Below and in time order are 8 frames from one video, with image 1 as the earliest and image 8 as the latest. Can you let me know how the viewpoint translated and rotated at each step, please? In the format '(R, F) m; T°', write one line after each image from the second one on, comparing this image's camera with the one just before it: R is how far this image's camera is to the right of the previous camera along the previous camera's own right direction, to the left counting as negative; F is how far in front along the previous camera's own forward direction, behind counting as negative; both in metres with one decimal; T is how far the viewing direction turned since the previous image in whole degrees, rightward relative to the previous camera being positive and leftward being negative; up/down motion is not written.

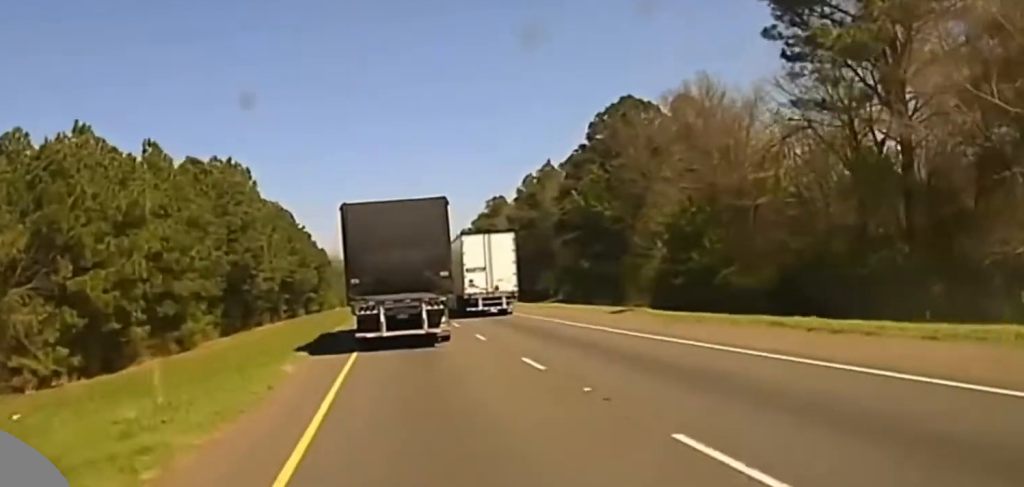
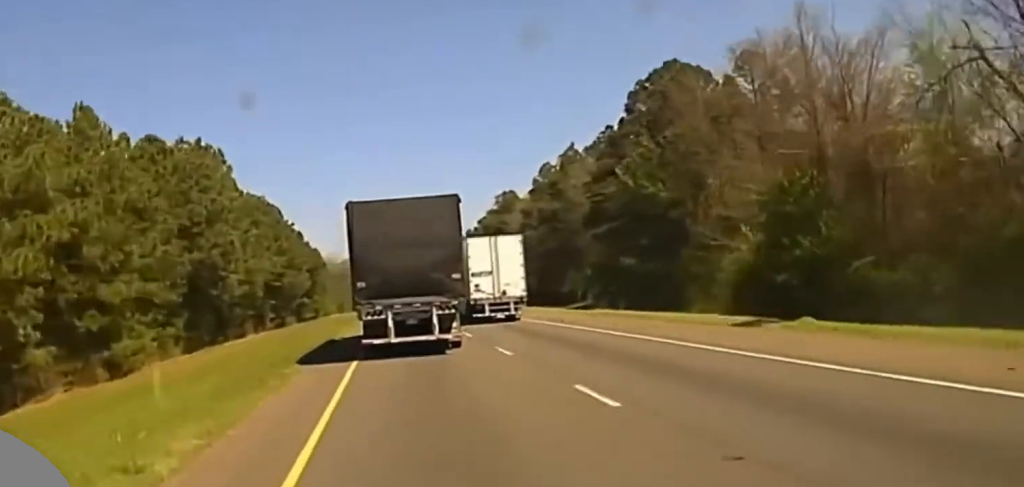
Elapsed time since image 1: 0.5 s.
(+0.1, +18.3) m; 0°
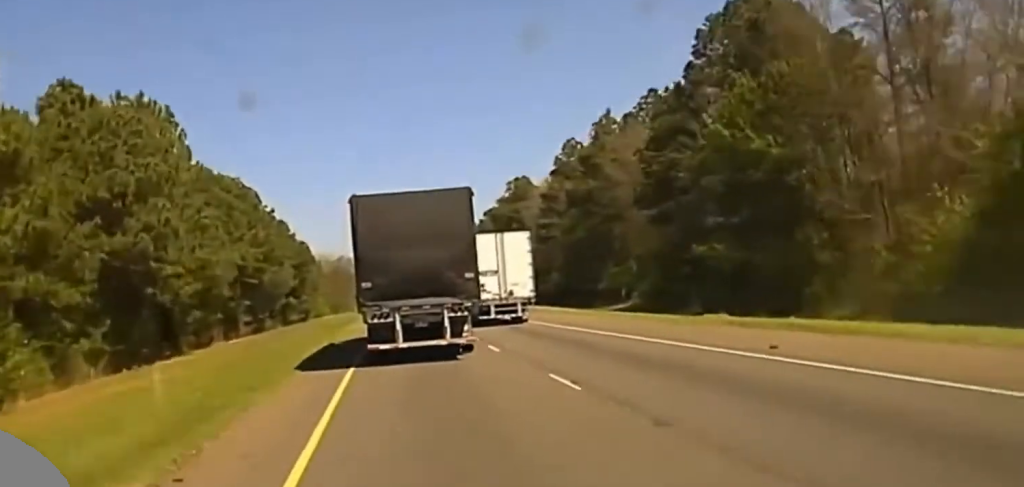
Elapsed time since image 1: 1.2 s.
(0.0, +23.1) m; 0°
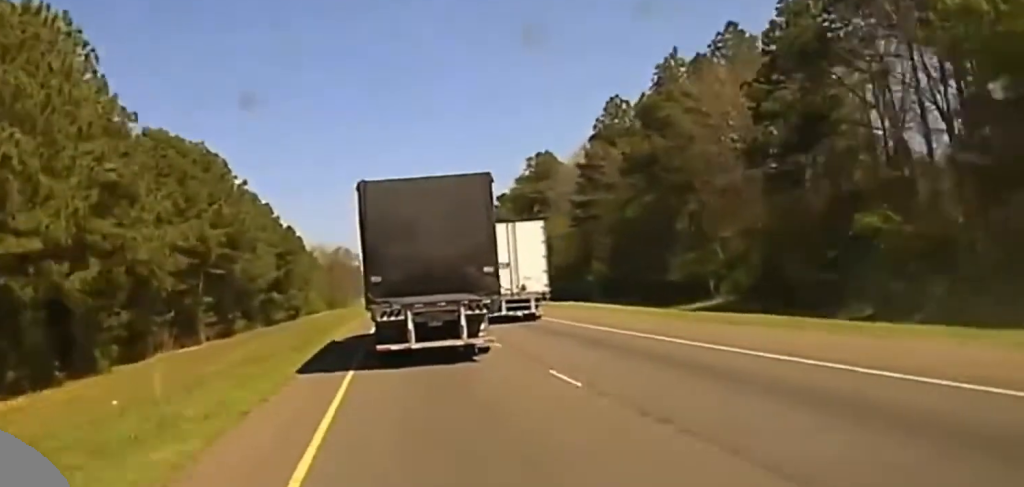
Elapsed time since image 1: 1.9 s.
(0.0, +23.2) m; 0°
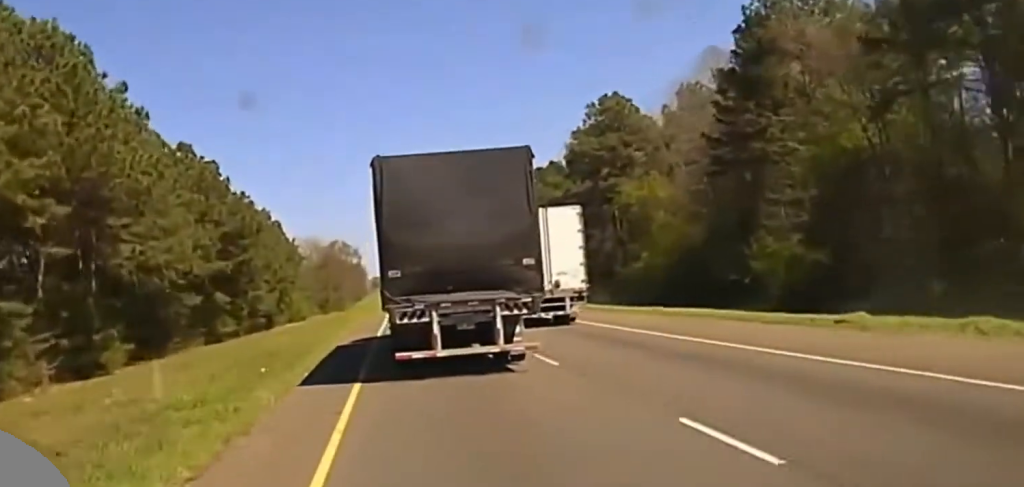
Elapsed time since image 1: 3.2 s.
(-0.1, +47.1) m; 0°
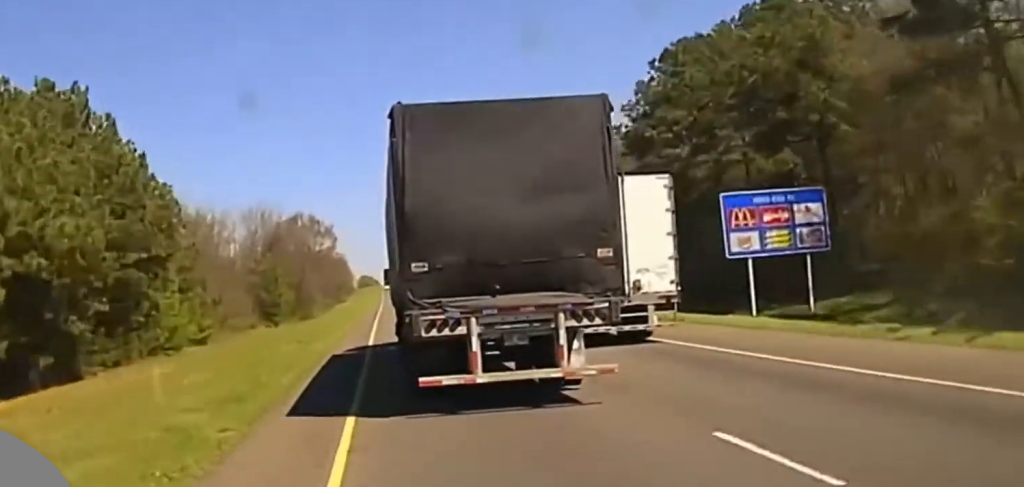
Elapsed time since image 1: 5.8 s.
(+0.1, +92.4) m; 0°
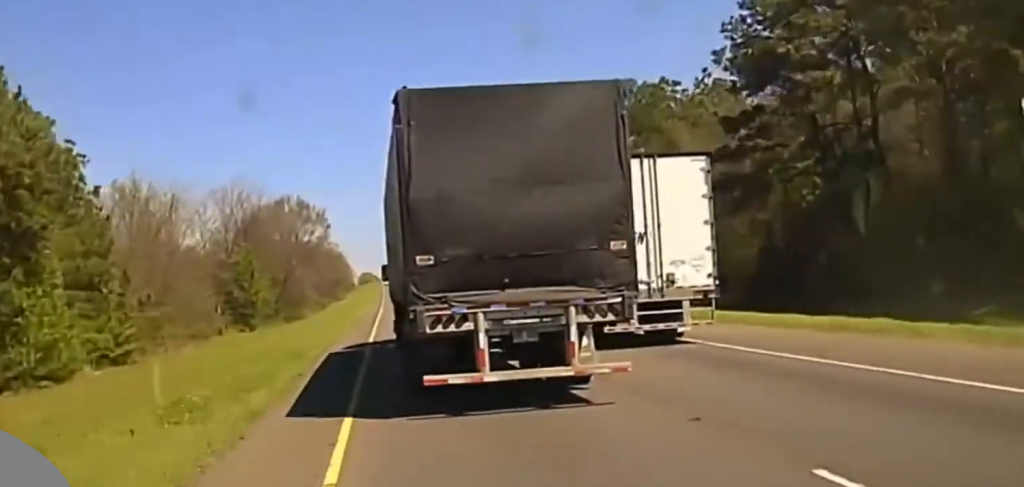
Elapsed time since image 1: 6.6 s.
(0.0, +25.0) m; 0°
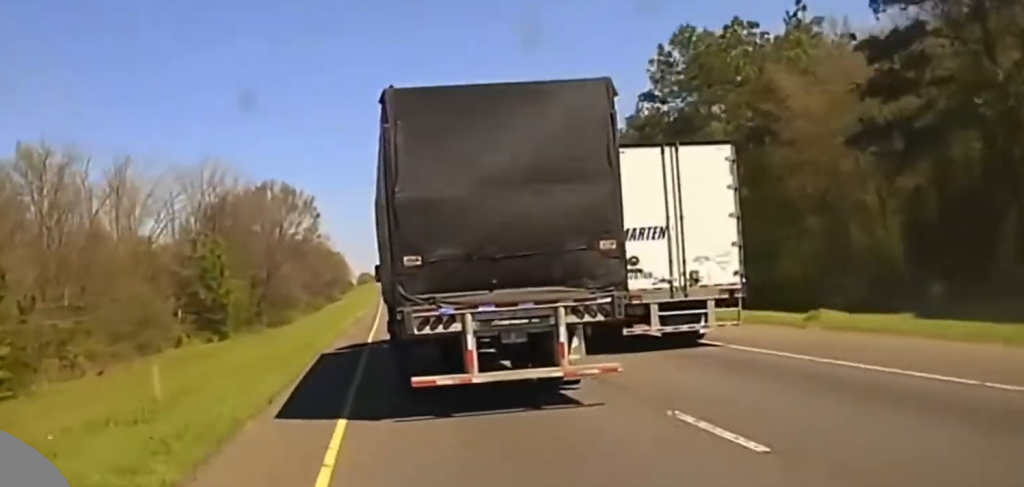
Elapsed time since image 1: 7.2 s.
(-0.1, +17.9) m; 0°
